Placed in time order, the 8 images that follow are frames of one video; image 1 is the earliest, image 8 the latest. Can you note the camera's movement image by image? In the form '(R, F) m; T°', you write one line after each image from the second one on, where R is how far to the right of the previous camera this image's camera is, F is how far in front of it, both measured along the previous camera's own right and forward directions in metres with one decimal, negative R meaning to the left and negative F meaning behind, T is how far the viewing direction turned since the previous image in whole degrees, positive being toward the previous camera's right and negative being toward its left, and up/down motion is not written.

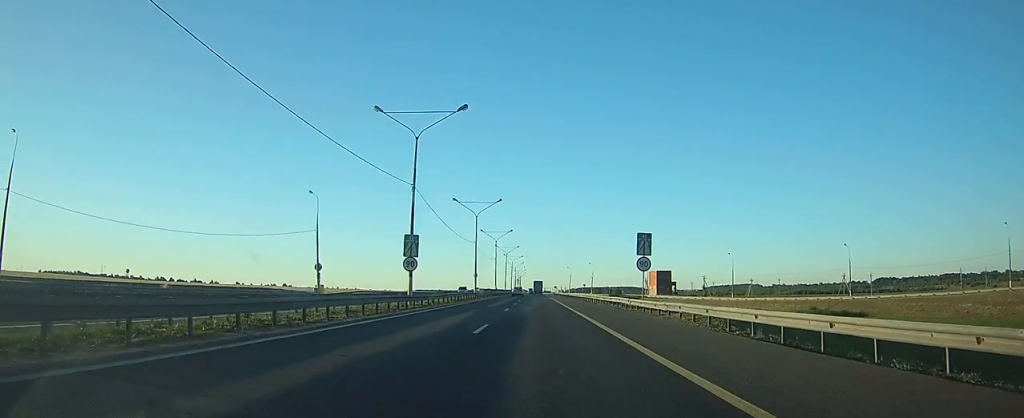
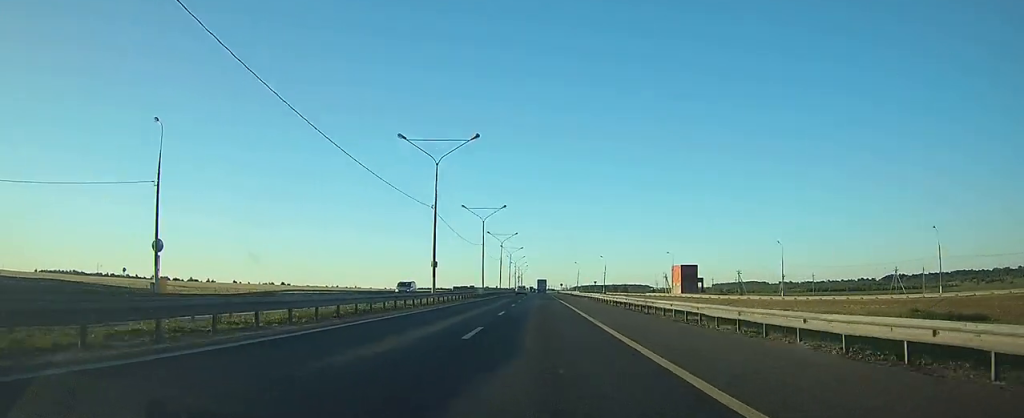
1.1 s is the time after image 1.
(+0.1, +31.3) m; 0°
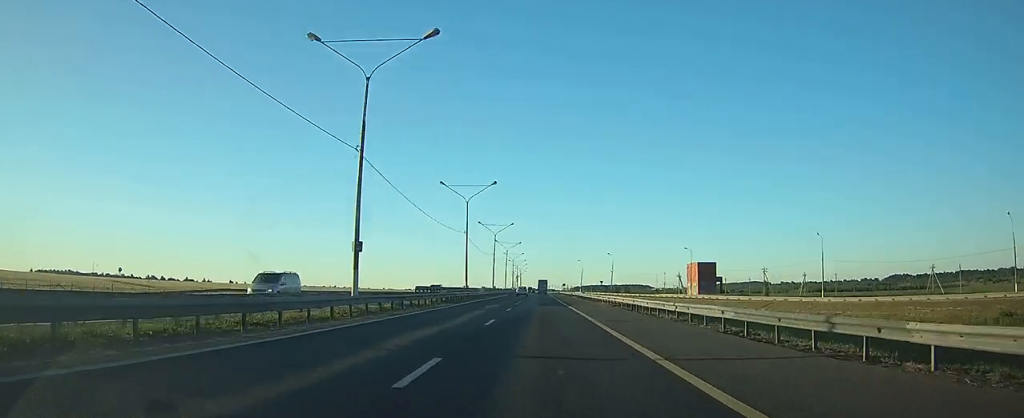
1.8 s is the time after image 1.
(0.0, +18.9) m; 0°
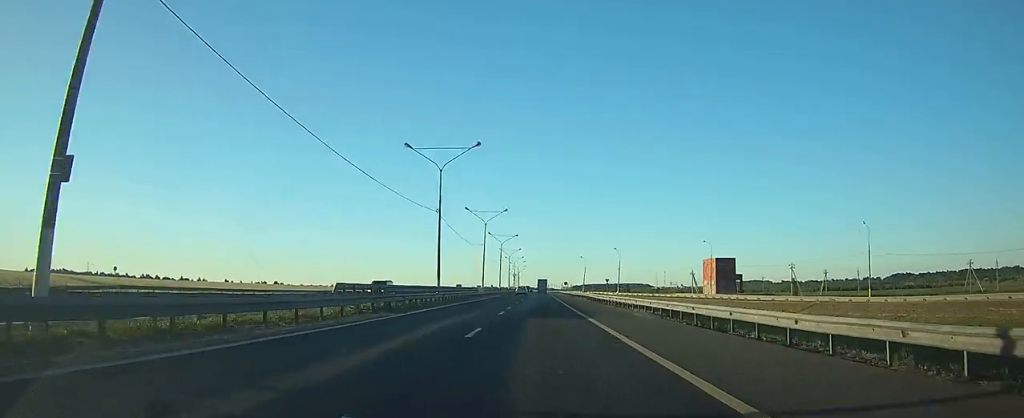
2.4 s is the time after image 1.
(0.0, +17.0) m; 0°
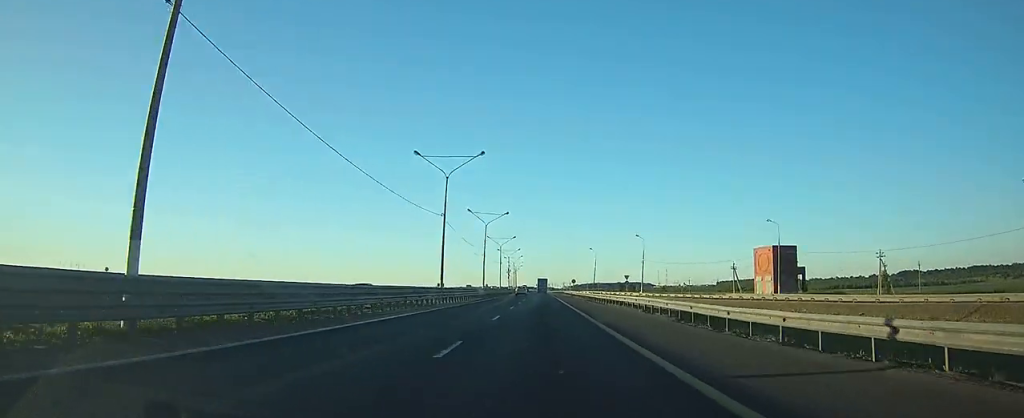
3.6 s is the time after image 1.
(0.0, +35.7) m; 0°
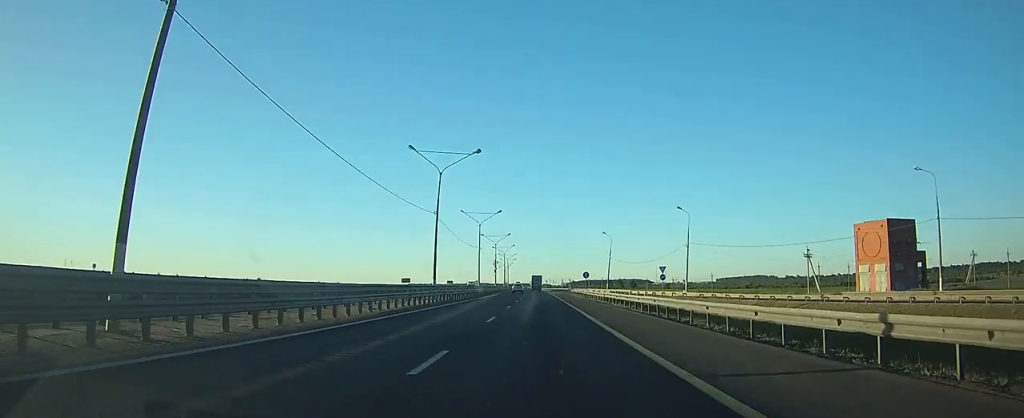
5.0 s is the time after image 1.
(0.0, +38.4) m; 0°
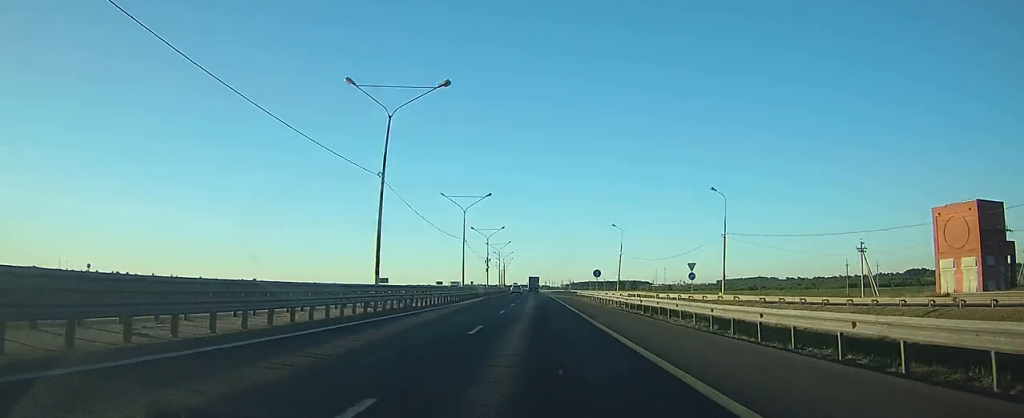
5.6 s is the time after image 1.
(+0.1, +16.8) m; 0°
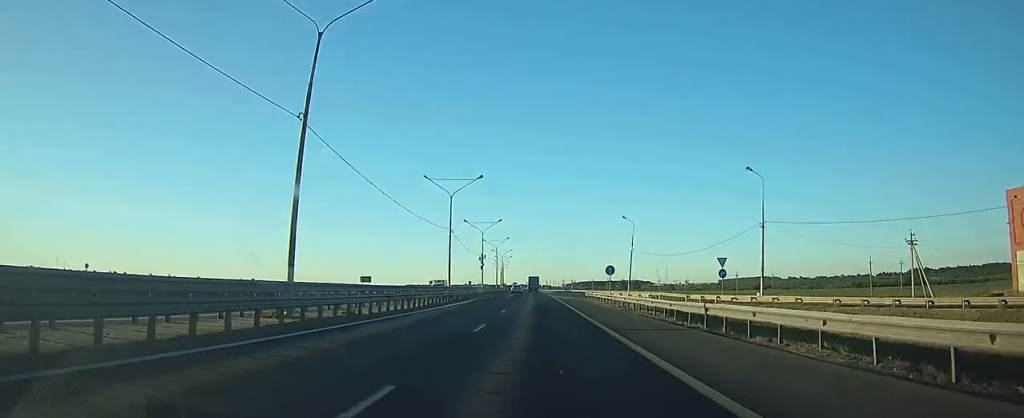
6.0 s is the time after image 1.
(0.0, +11.2) m; 0°
